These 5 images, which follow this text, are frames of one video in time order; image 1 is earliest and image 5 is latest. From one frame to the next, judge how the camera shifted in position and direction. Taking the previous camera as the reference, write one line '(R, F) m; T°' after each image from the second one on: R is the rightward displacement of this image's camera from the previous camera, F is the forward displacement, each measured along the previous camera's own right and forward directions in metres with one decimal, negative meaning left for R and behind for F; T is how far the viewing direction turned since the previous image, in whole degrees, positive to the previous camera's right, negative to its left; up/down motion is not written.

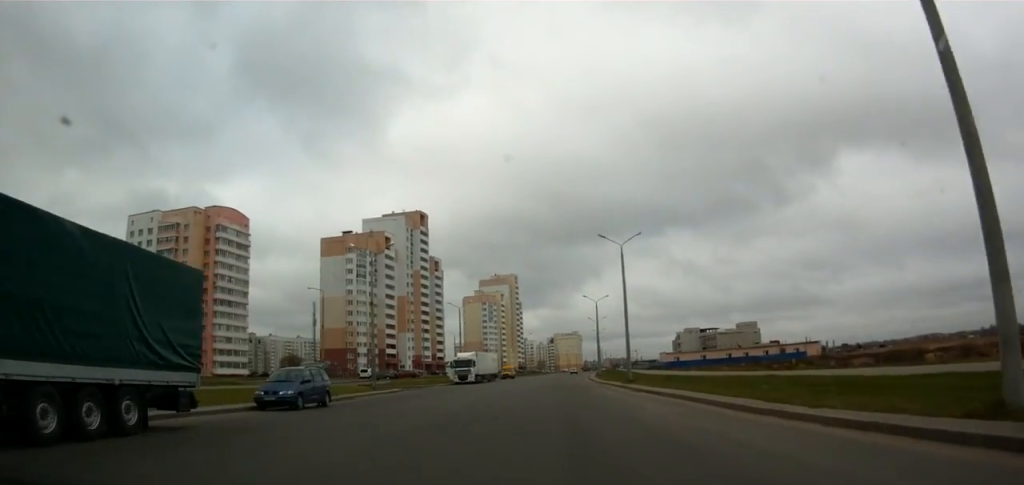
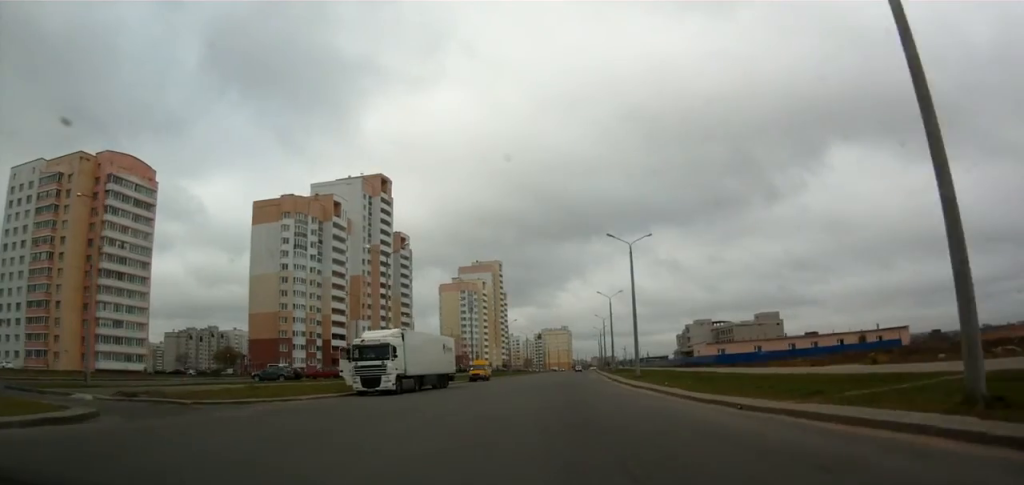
(-0.8, +38.8) m; 0°
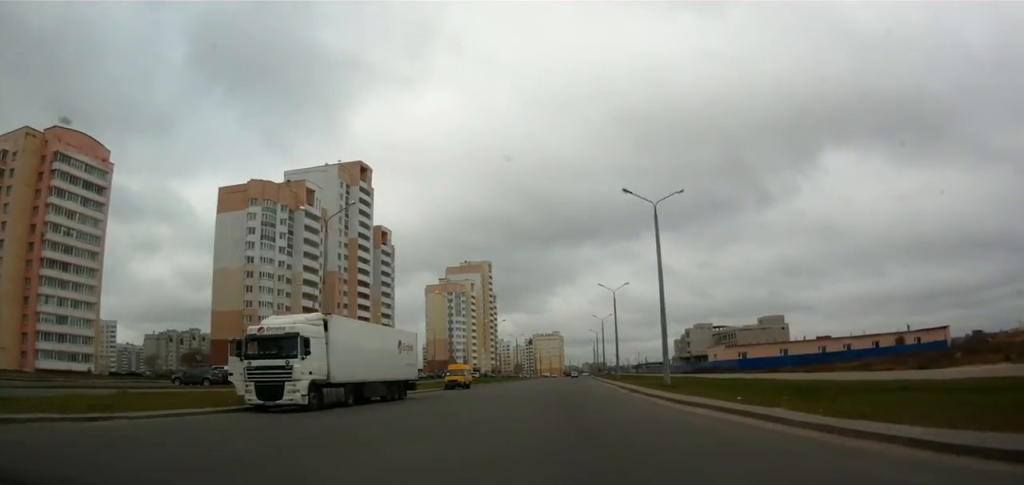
(+0.1, +13.2) m; +2°
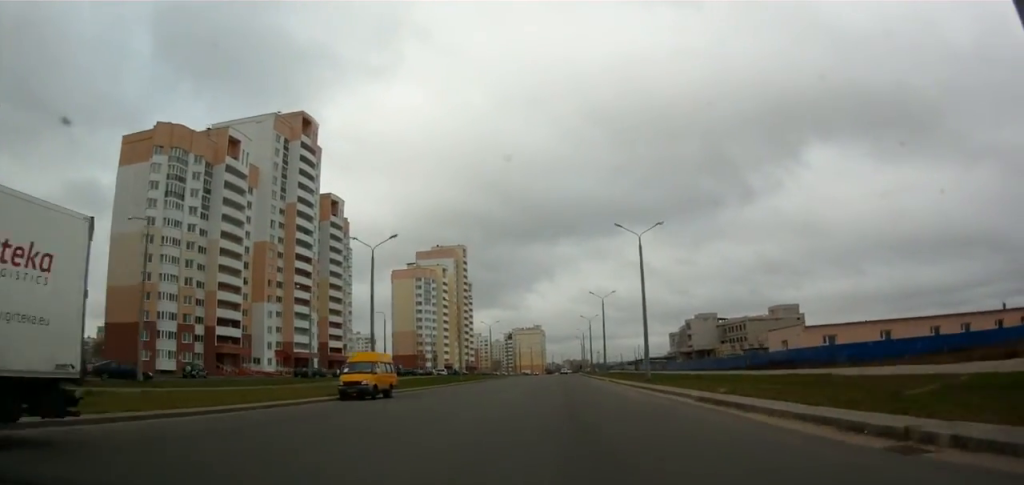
(+0.8, +28.4) m; +2°
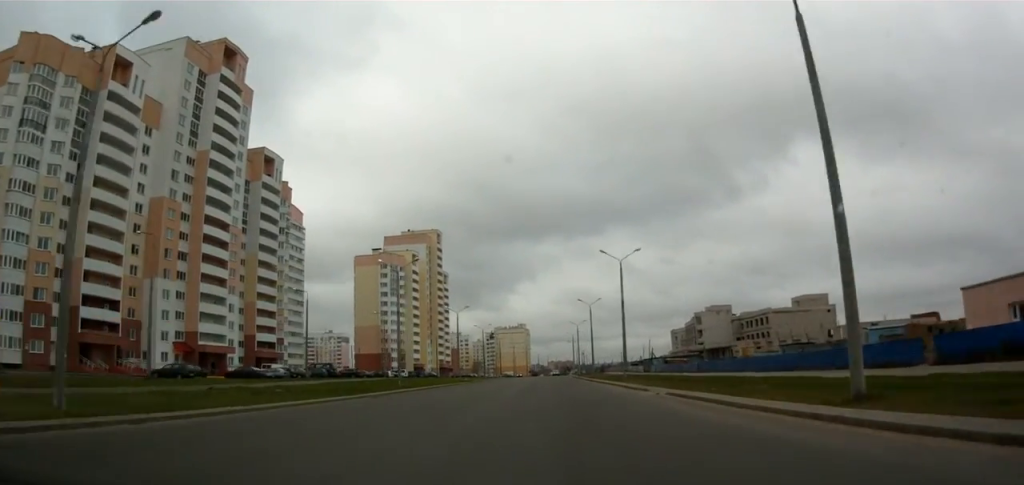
(+0.2, +30.9) m; +2°
